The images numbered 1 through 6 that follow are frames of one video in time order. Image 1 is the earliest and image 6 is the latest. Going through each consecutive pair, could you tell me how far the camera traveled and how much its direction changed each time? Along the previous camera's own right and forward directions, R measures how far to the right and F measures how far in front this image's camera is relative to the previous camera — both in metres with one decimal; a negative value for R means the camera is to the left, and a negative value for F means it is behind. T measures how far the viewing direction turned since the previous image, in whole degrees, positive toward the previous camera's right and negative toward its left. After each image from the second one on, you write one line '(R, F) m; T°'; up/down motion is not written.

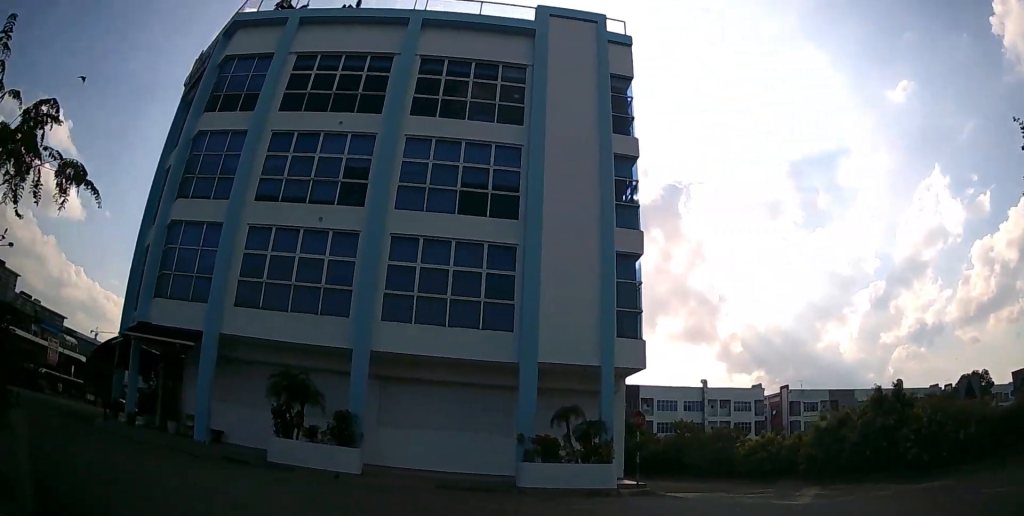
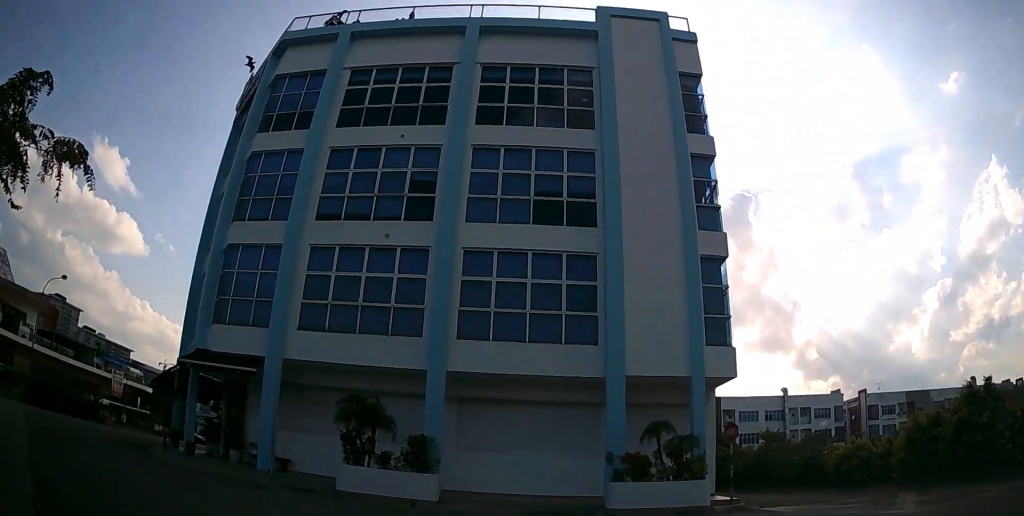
(-0.2, +1.1) m; -8°
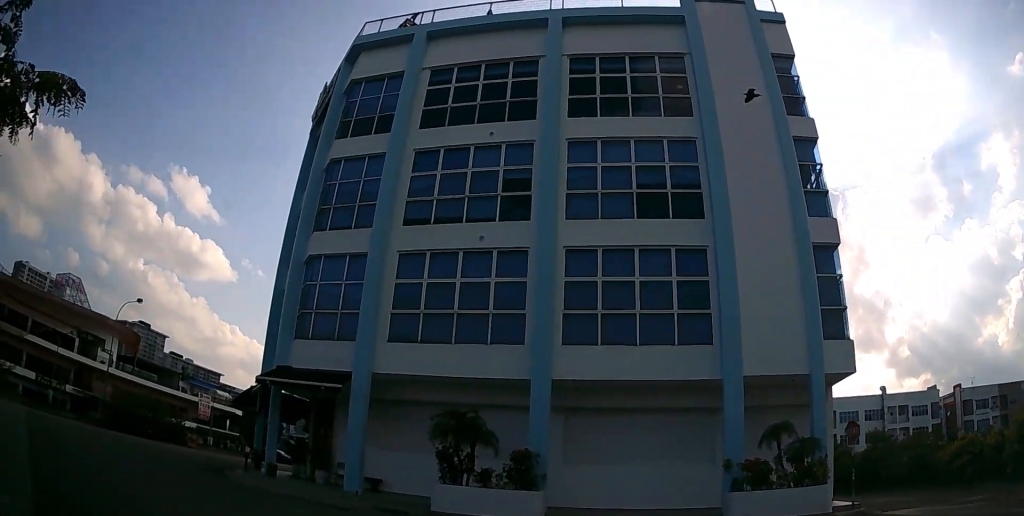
(0.0, +1.4) m; -11°
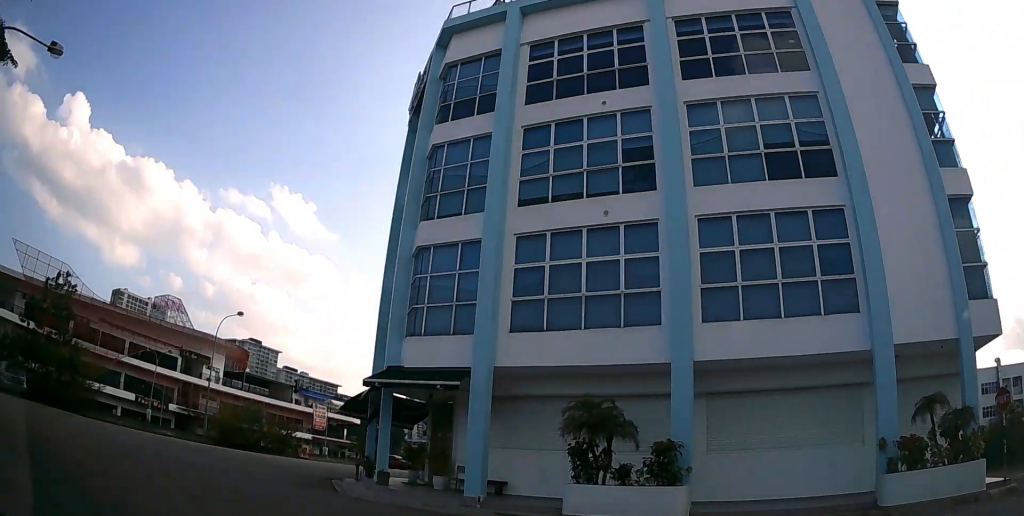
(-0.4, +1.5) m; -21°
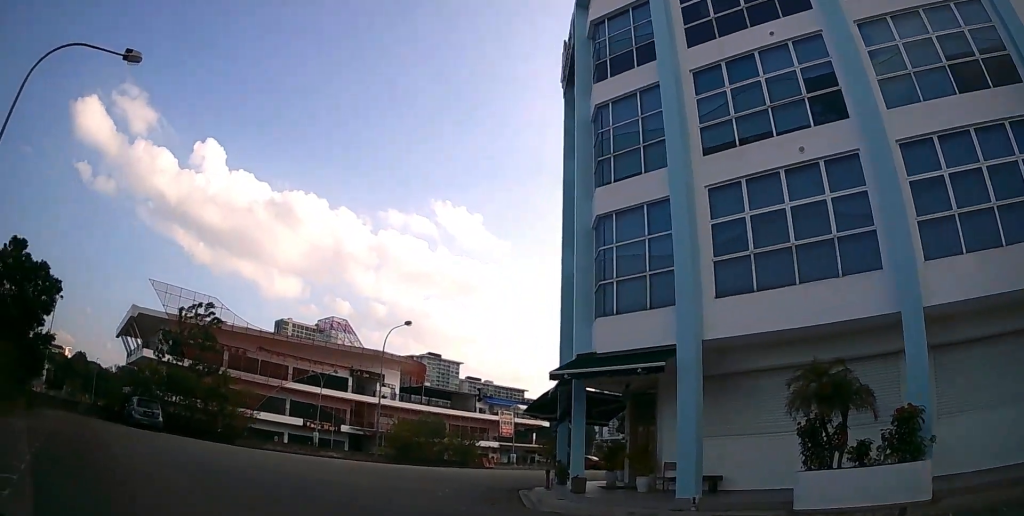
(-0.4, +1.9) m; -24°
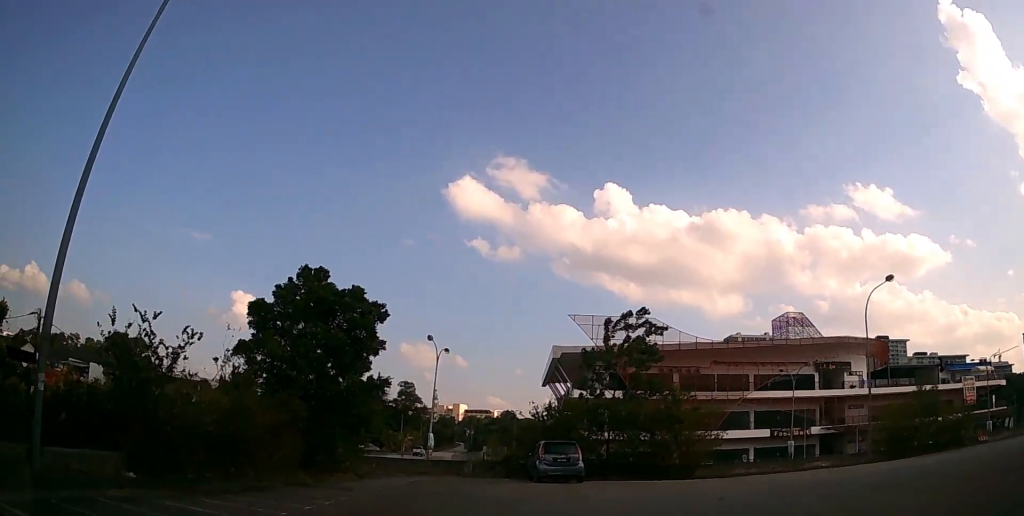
(-2.2, +6.6) m; -28°
